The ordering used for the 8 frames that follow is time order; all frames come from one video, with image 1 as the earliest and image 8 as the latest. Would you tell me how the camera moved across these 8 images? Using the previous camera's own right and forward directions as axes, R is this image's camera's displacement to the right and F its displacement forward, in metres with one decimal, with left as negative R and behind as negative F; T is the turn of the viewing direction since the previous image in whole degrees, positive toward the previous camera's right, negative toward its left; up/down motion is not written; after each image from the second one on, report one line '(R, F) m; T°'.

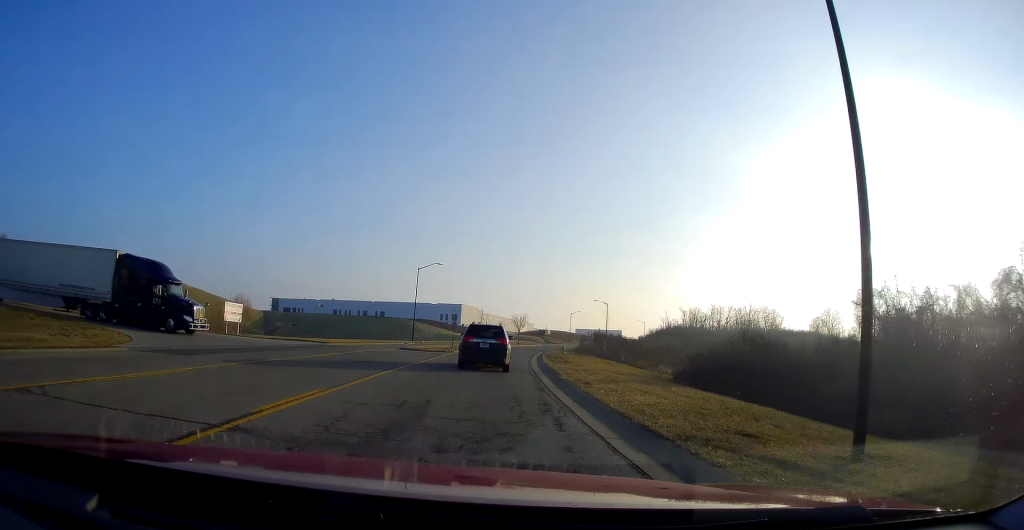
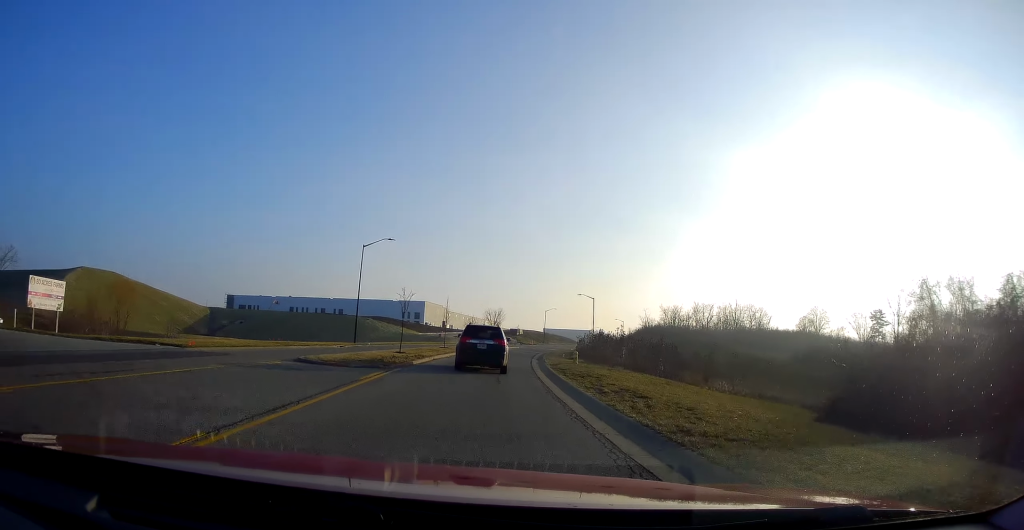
(+0.8, +17.5) m; +5°
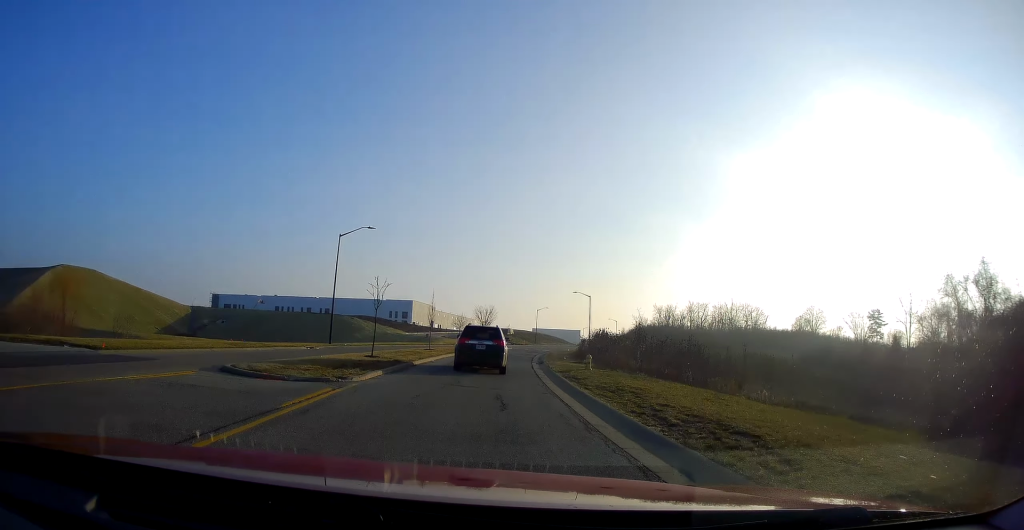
(+0.1, +5.8) m; +1°
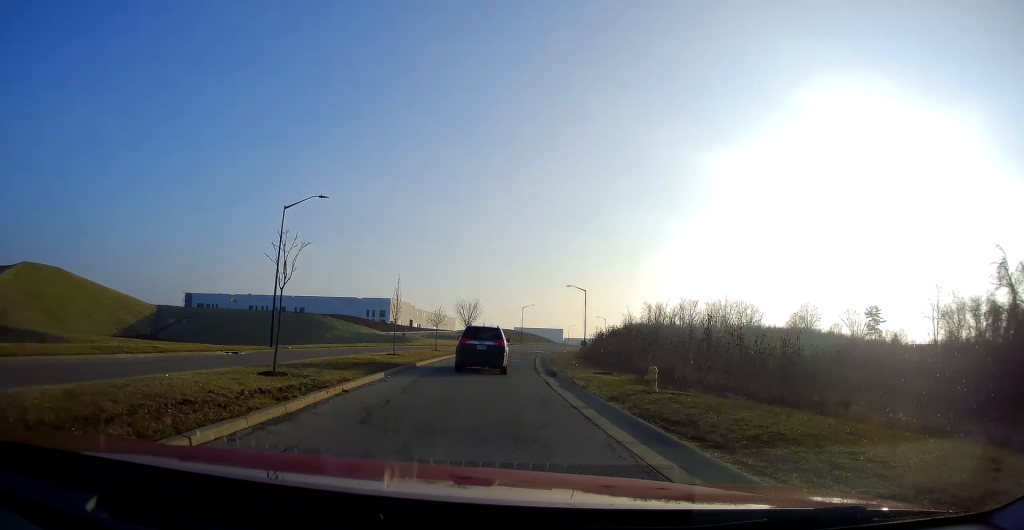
(0.0, +10.7) m; +1°
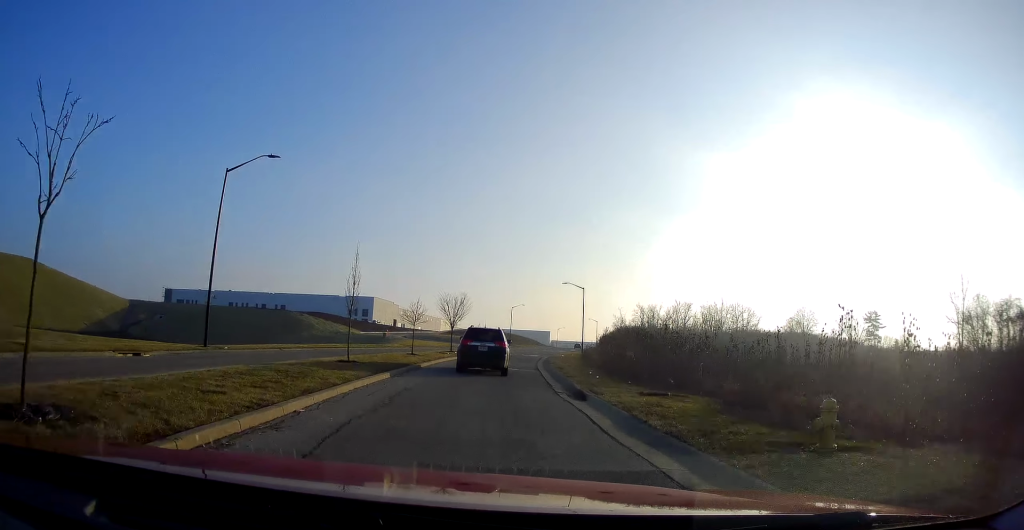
(+0.2, +8.0) m; +1°
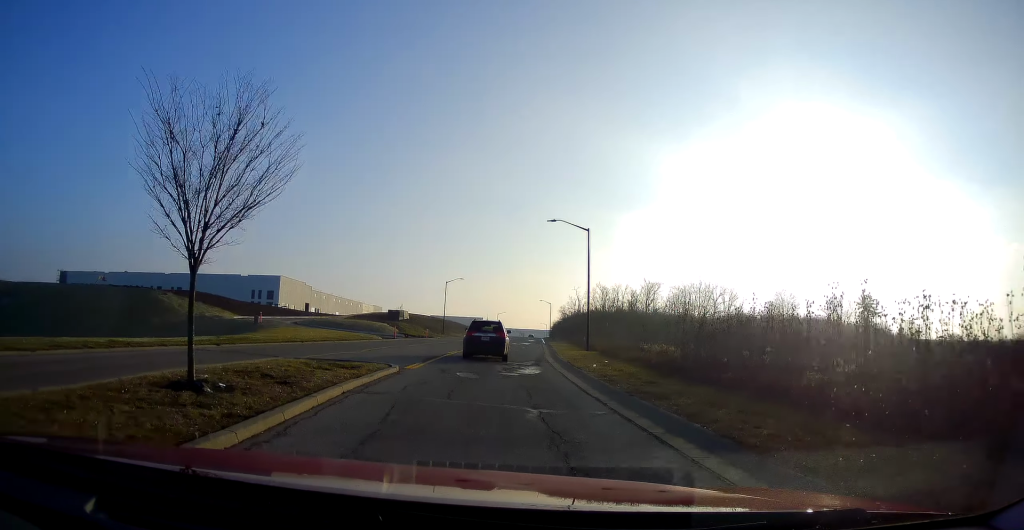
(+2.4, +35.7) m; +9°
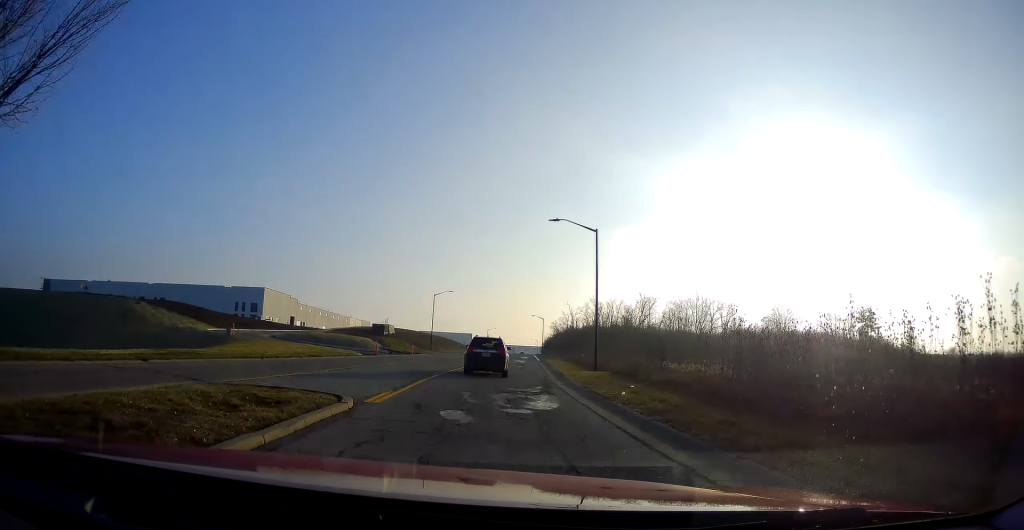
(+0.2, +5.5) m; +1°
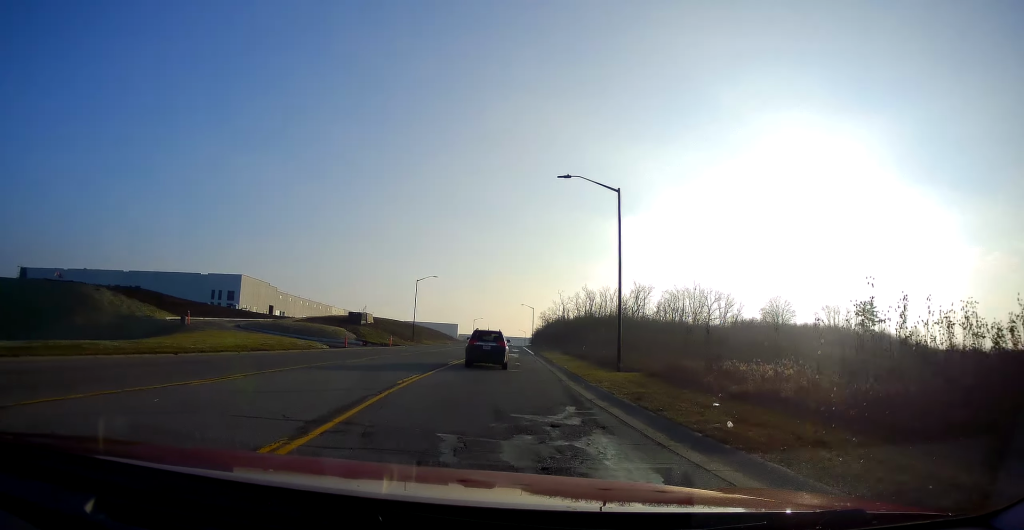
(+0.2, +7.9) m; +2°
